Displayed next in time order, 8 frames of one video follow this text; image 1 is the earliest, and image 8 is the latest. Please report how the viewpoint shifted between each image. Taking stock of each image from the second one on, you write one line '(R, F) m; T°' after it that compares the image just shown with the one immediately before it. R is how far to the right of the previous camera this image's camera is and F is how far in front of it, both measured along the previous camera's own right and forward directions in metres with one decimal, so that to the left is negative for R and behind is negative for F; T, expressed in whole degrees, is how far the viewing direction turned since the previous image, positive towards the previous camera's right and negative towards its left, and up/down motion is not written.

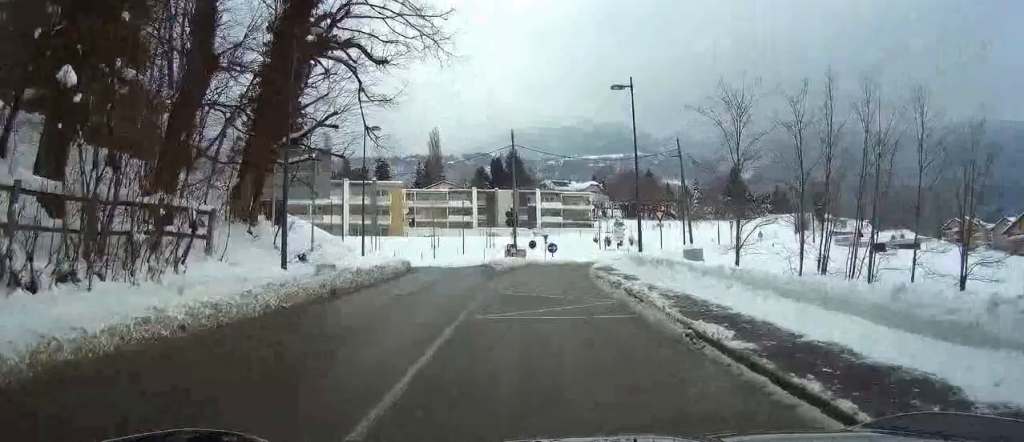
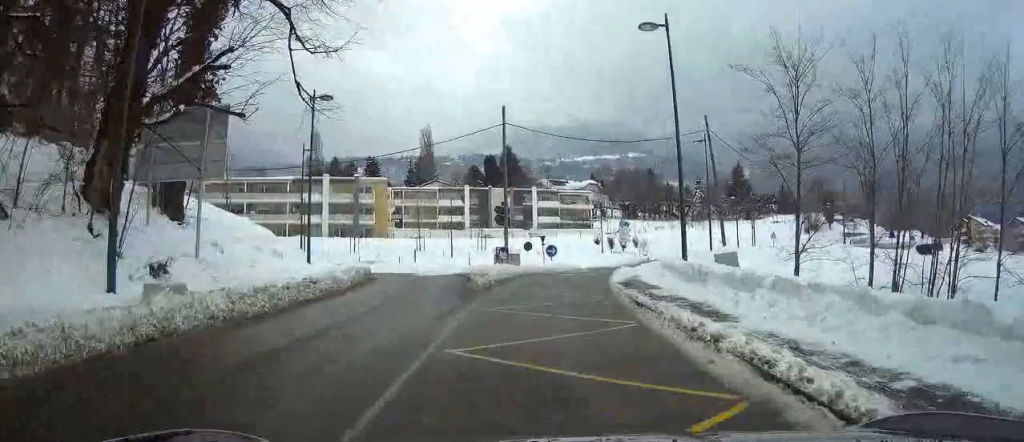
(0.0, +8.5) m; 0°
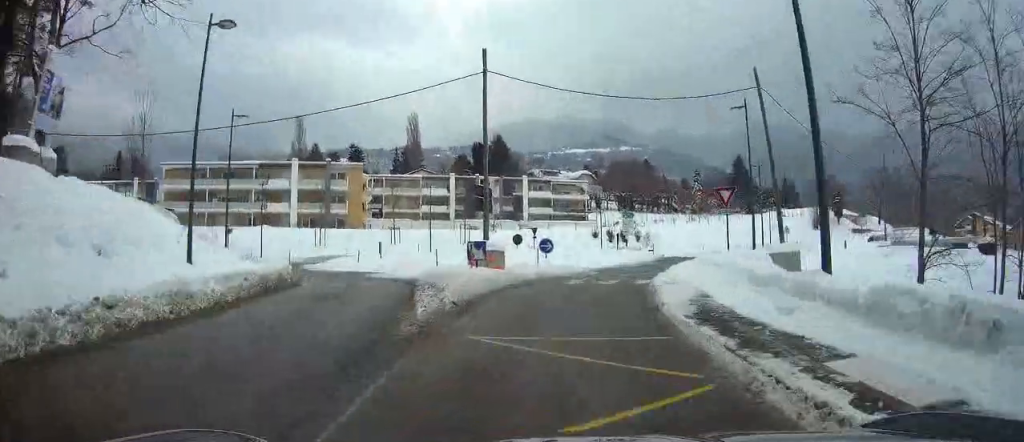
(0.0, +10.0) m; +1°
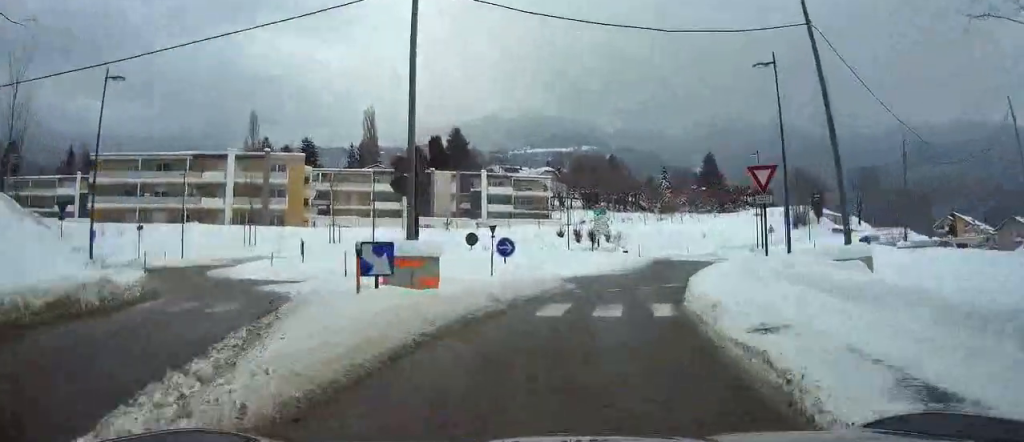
(+0.2, +8.8) m; +2°
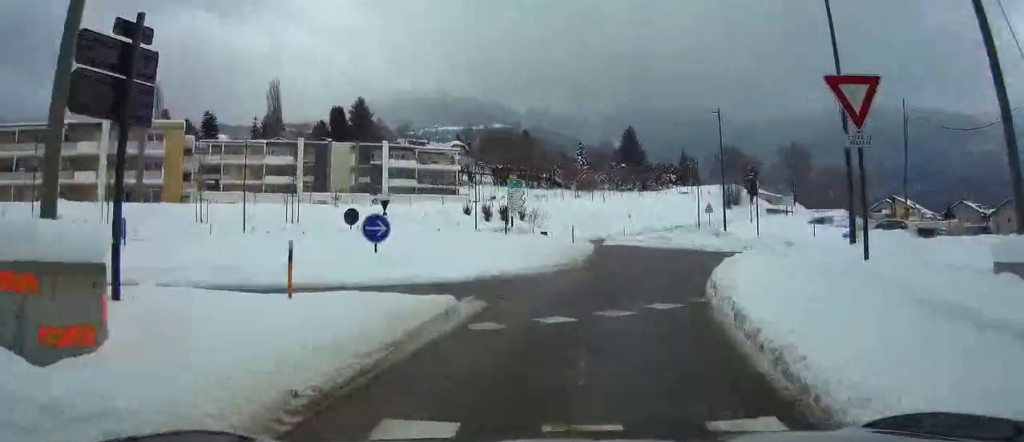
(+0.4, +10.3) m; +6°
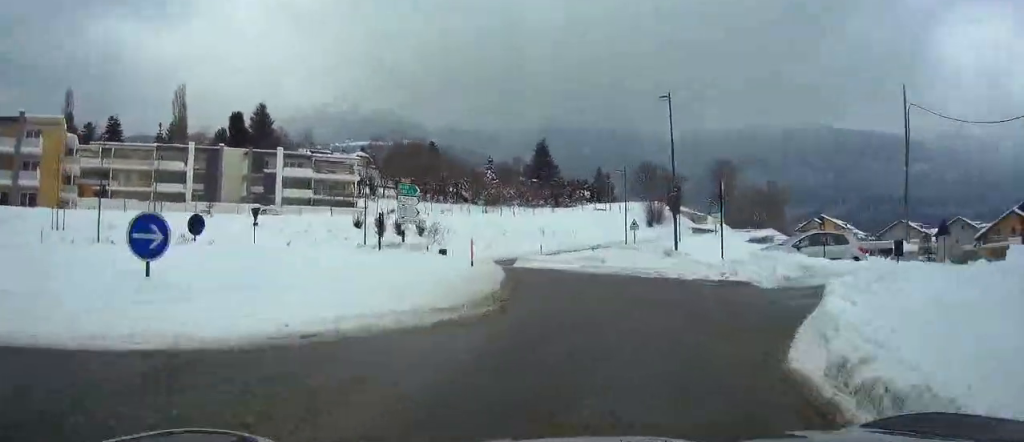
(+0.7, +8.6) m; +9°
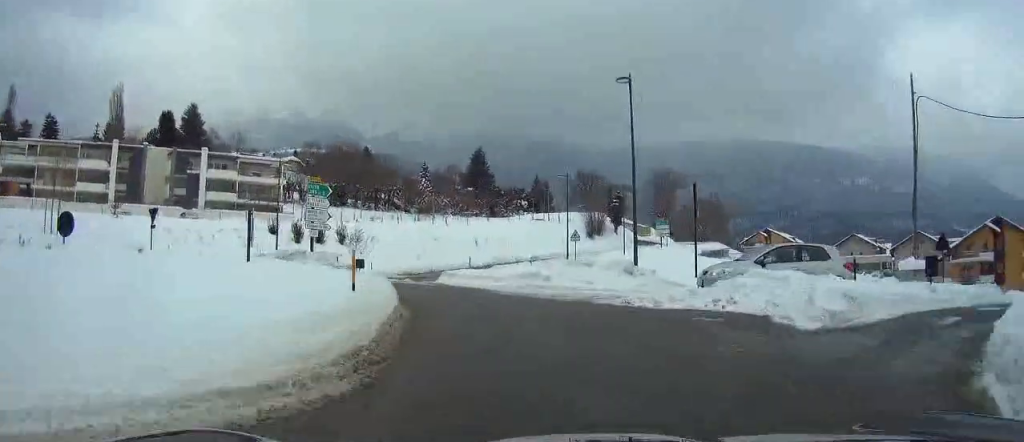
(+0.3, +5.2) m; +3°
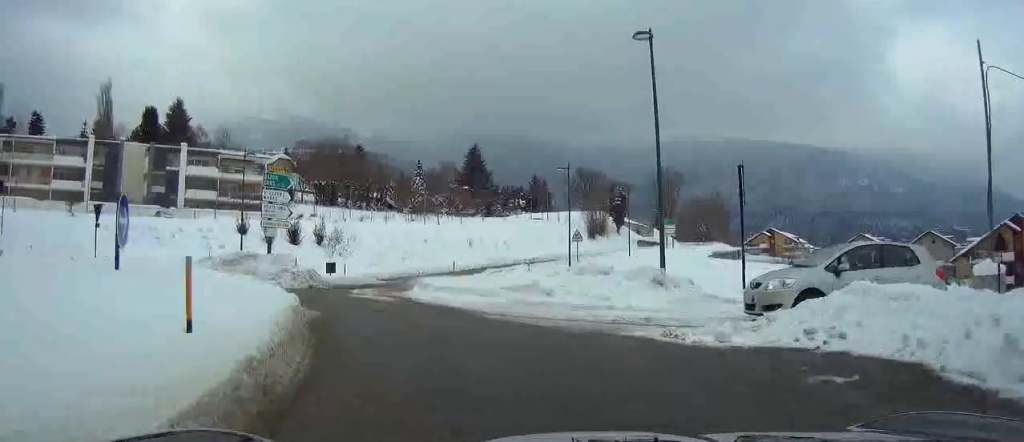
(+0.1, +5.1) m; 0°
